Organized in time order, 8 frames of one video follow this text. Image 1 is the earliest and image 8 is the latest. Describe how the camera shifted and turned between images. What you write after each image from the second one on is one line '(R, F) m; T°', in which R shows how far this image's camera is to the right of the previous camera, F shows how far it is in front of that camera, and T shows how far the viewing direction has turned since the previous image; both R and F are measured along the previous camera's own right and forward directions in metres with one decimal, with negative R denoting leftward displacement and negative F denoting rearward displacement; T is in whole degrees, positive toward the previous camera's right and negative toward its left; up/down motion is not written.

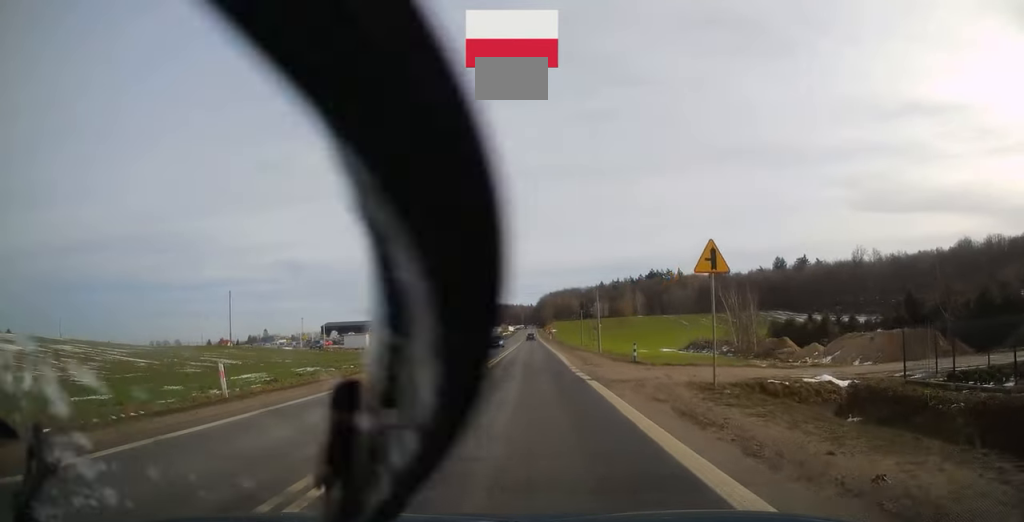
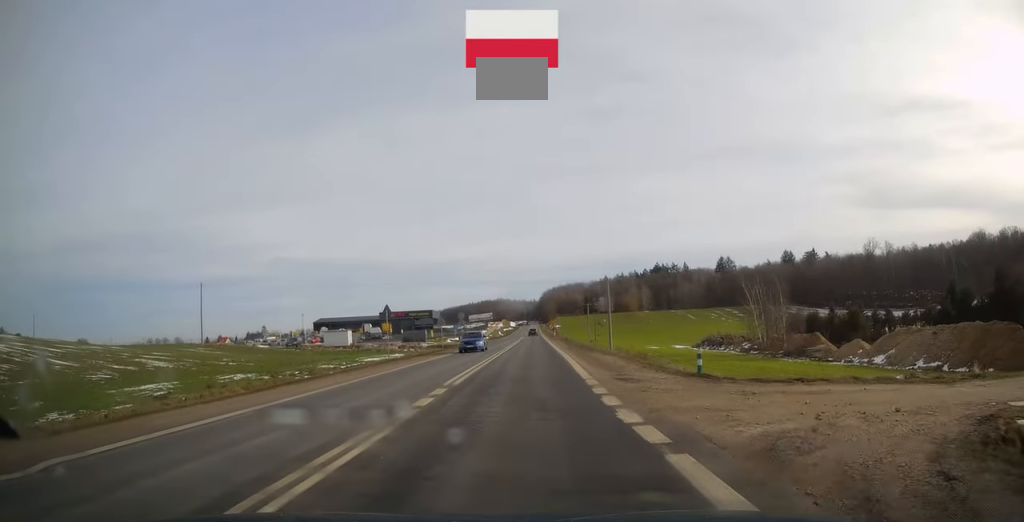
(+0.3, +10.4) m; 0°
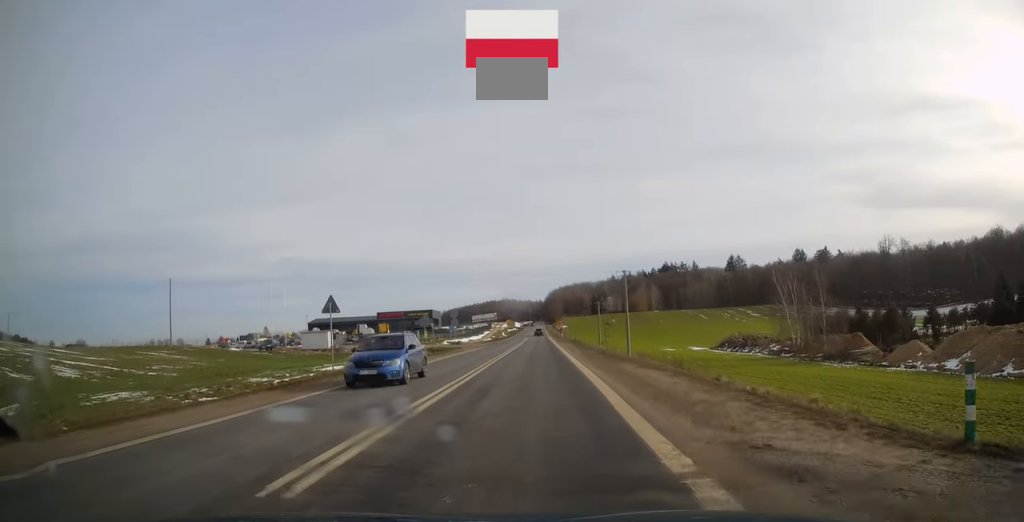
(0.0, +10.5) m; 0°
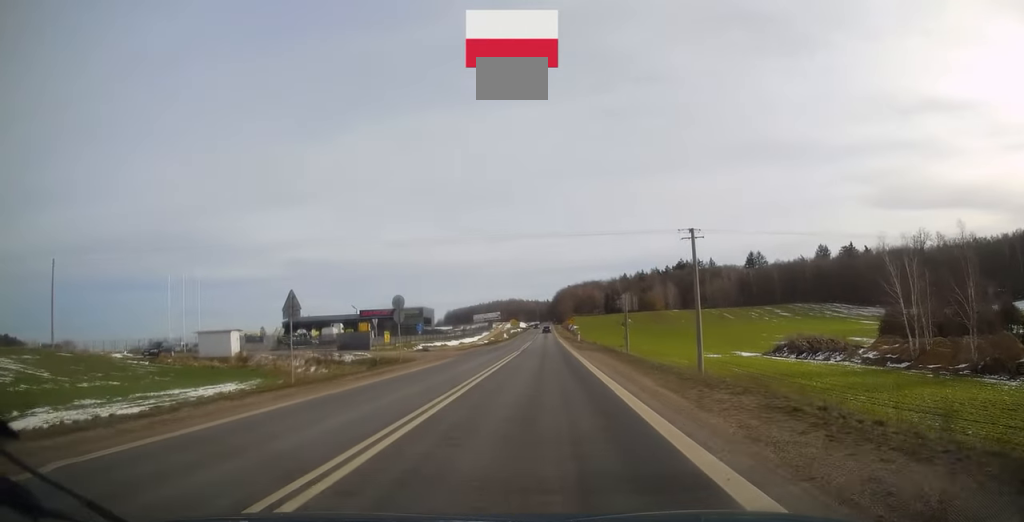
(+0.2, +26.6) m; 0°
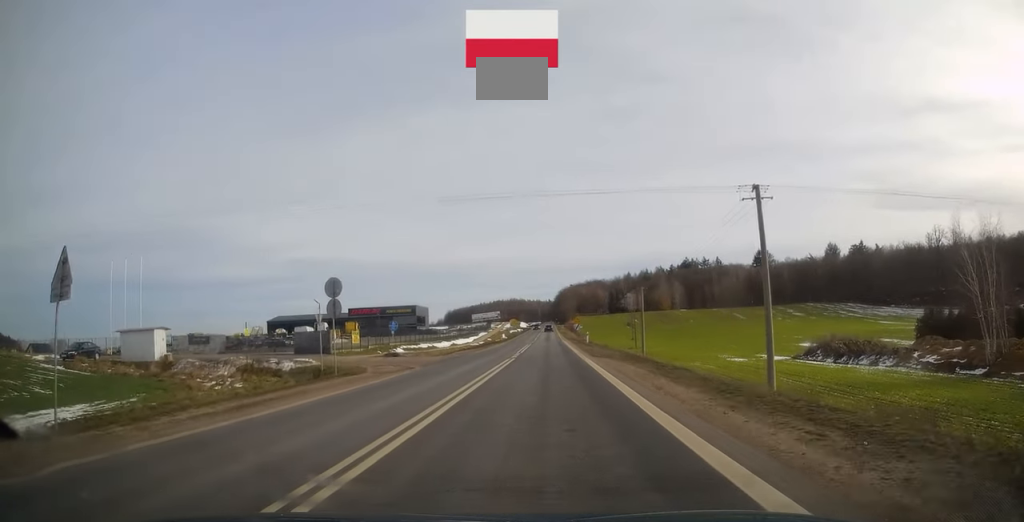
(-0.3, +11.4) m; -1°
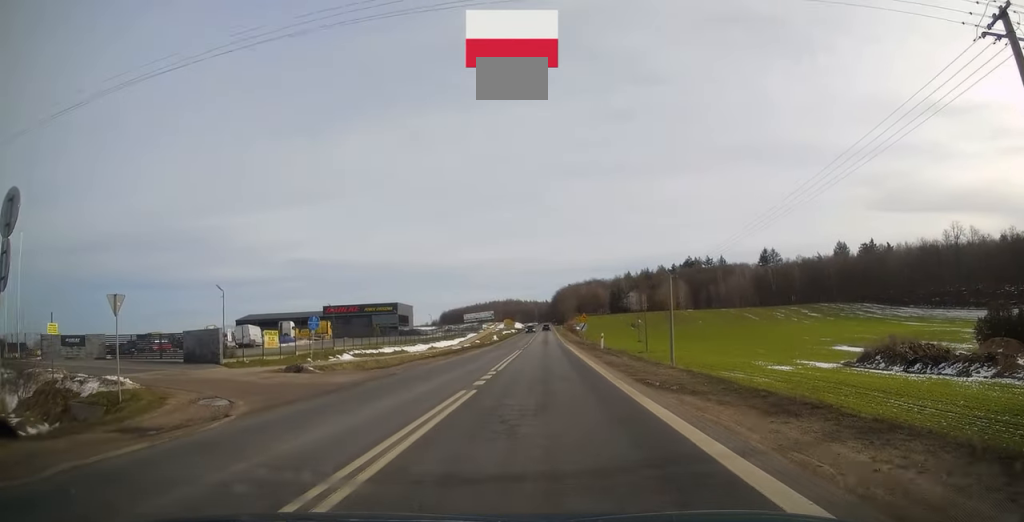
(-0.1, +16.5) m; 0°
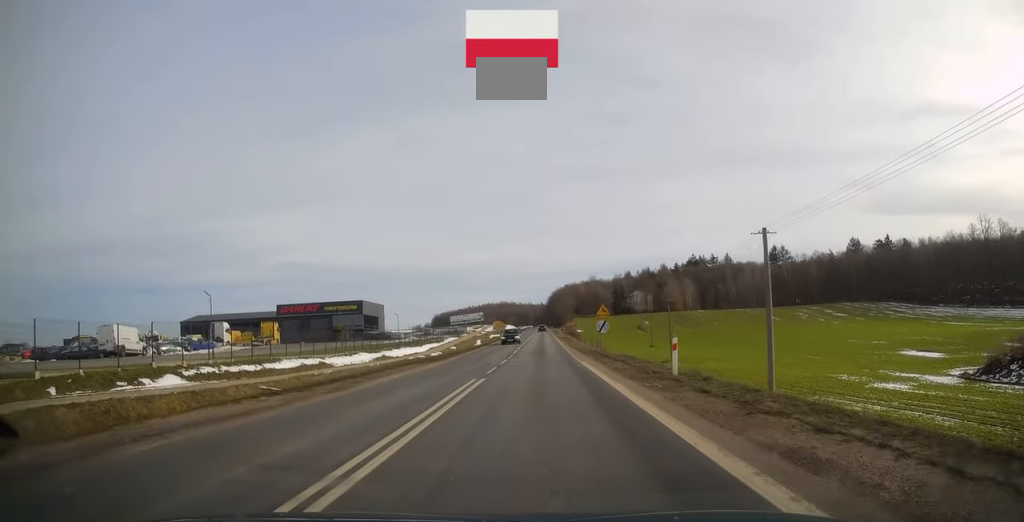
(0.0, +23.4) m; 0°
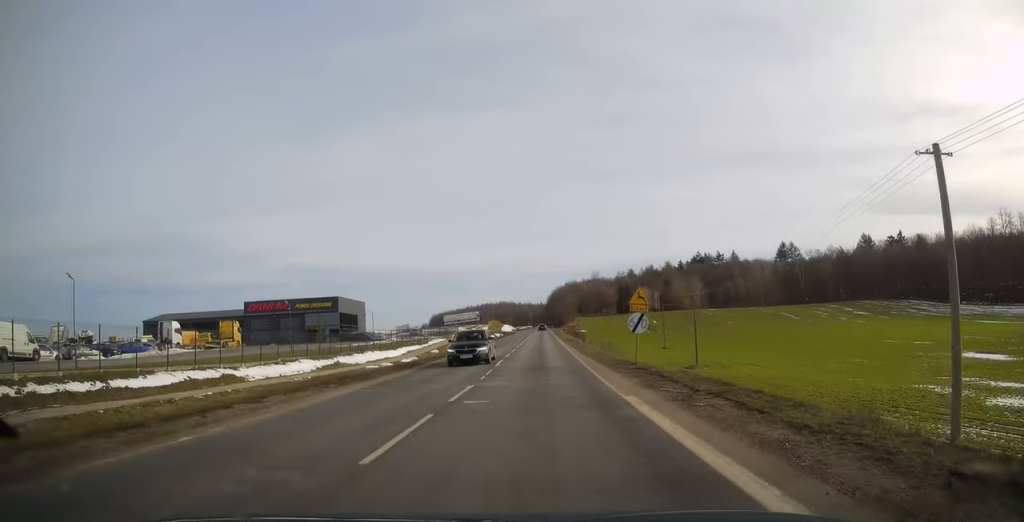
(0.0, +13.8) m; +1°
